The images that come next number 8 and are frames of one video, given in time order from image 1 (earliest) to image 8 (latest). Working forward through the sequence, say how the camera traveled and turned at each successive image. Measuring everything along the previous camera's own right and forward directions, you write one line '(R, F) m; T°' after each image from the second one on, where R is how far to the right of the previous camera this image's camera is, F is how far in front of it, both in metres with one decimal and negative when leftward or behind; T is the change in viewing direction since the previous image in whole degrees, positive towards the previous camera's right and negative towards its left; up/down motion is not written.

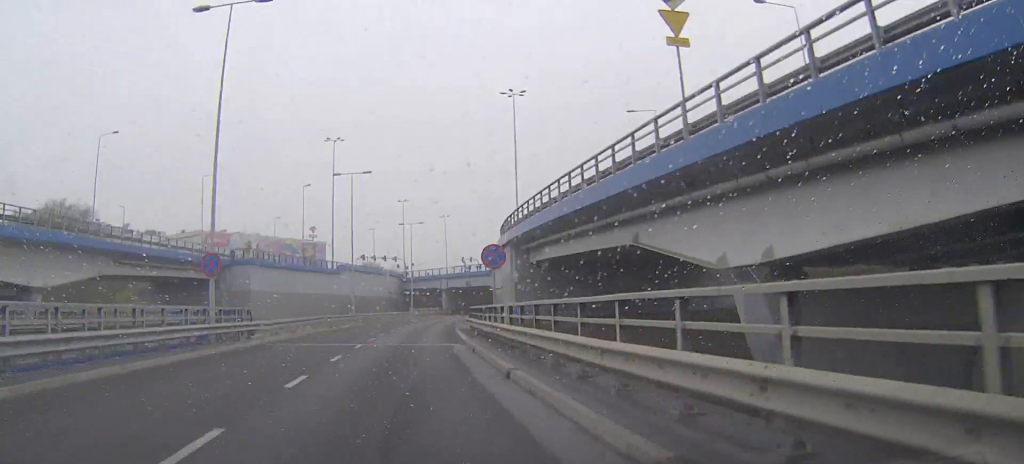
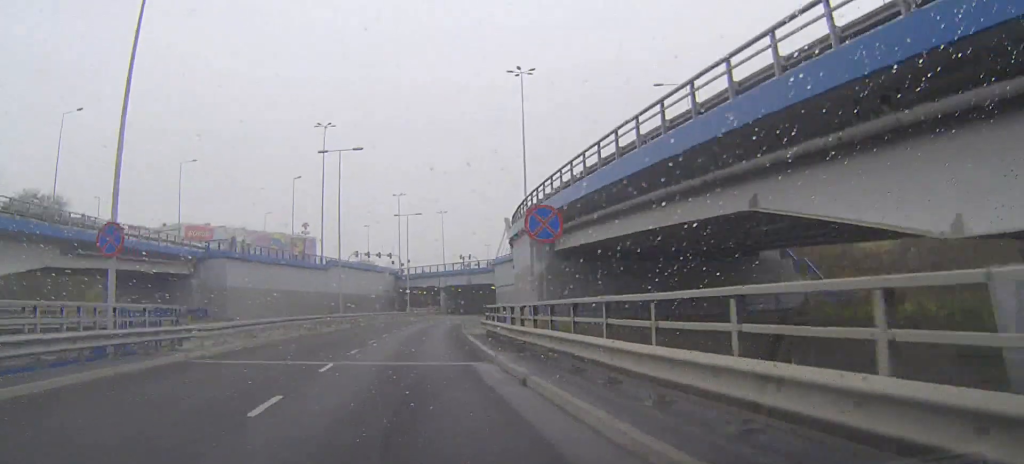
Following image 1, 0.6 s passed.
(0.0, +9.1) m; 0°
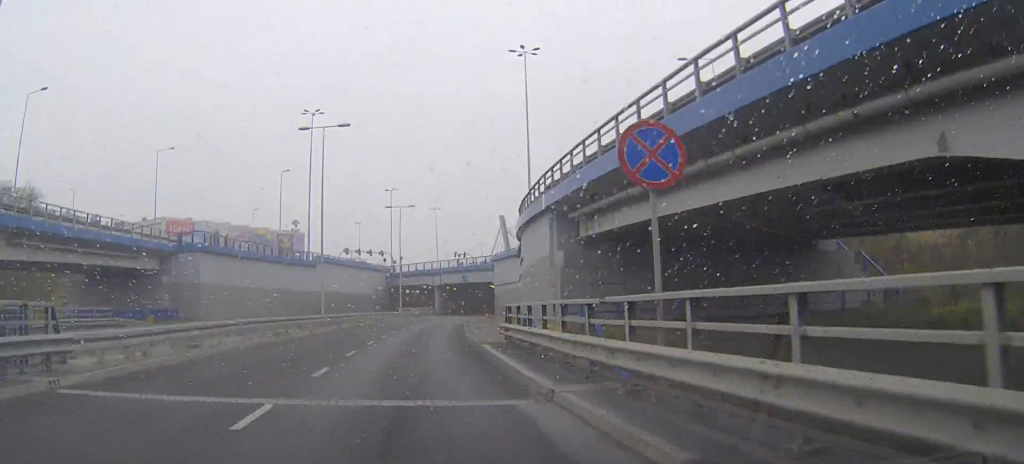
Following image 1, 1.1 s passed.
(0.0, +7.2) m; 0°
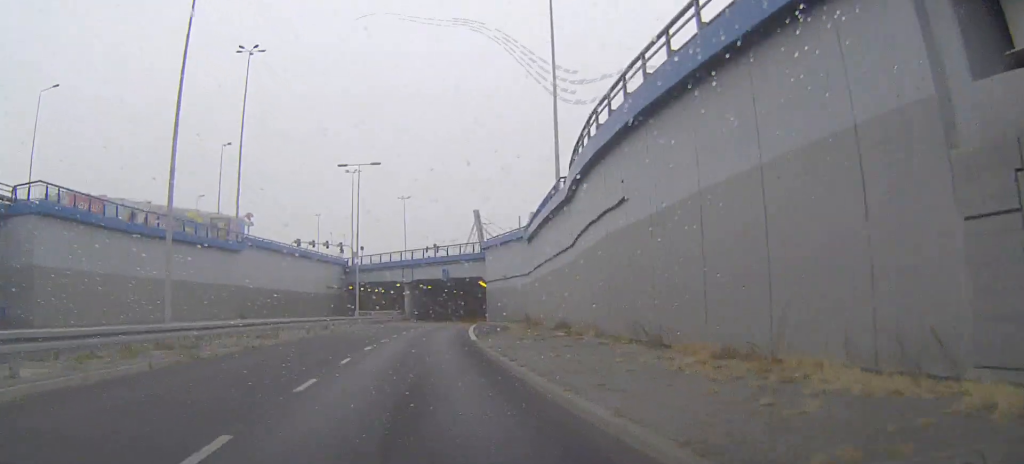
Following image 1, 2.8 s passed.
(+0.4, +26.2) m; +2°
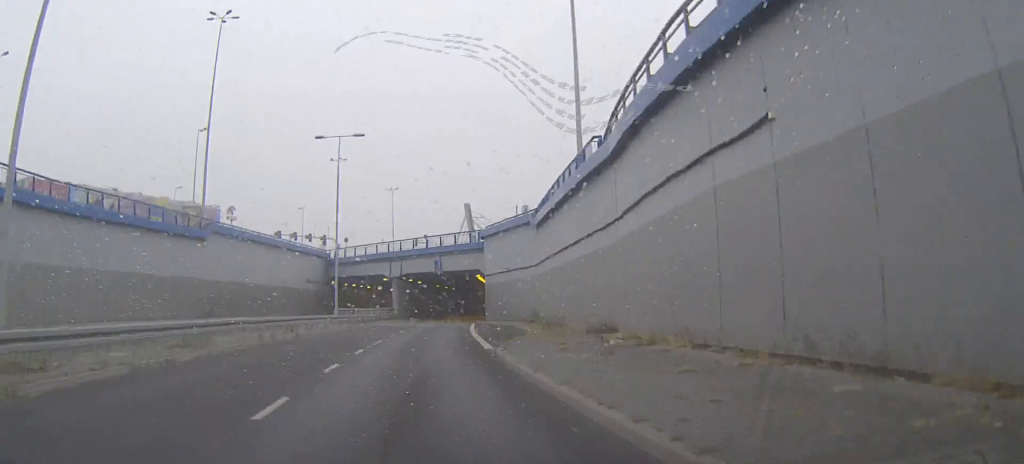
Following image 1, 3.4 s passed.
(+0.1, +8.8) m; +1°
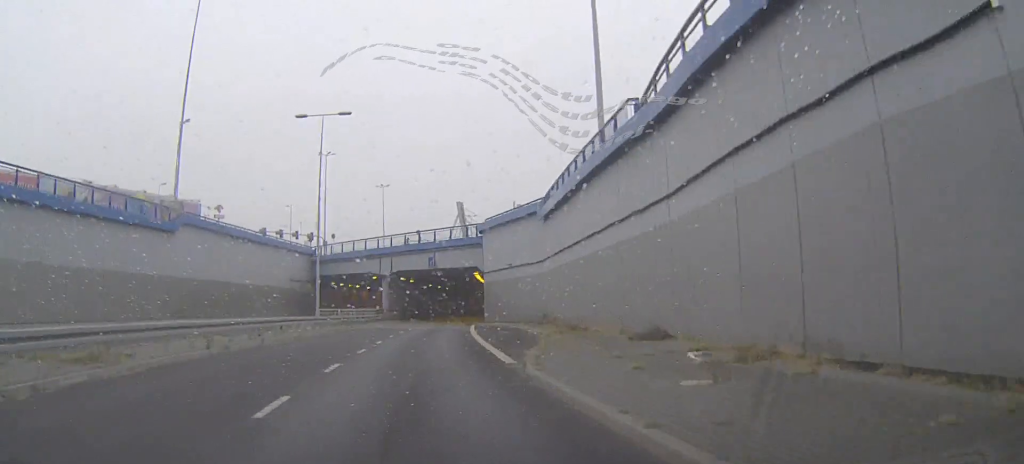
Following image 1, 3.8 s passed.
(0.0, +5.9) m; +1°
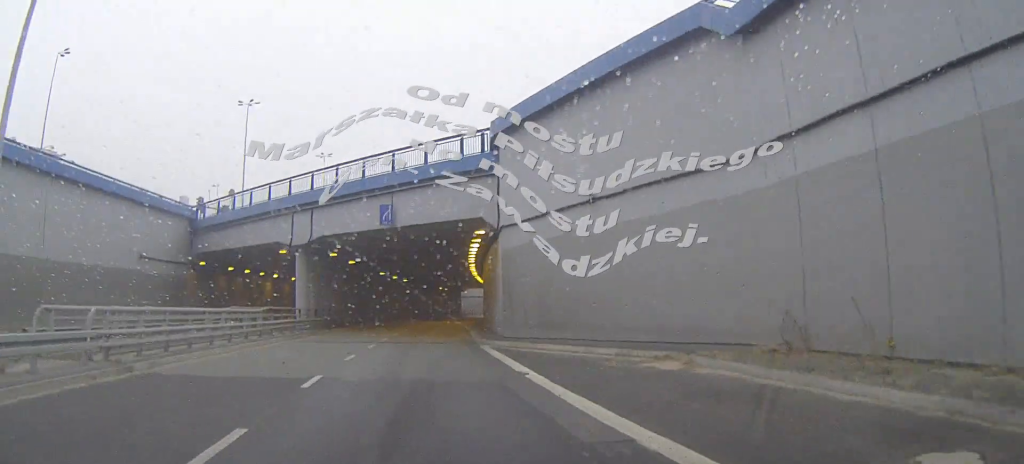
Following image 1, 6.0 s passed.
(+1.1, +32.1) m; +4°
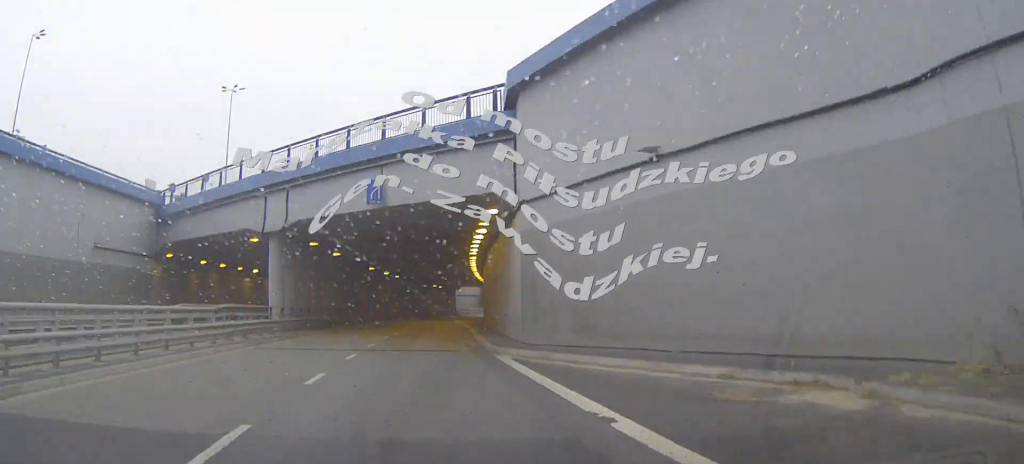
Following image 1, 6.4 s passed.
(0.0, +5.8) m; +1°
